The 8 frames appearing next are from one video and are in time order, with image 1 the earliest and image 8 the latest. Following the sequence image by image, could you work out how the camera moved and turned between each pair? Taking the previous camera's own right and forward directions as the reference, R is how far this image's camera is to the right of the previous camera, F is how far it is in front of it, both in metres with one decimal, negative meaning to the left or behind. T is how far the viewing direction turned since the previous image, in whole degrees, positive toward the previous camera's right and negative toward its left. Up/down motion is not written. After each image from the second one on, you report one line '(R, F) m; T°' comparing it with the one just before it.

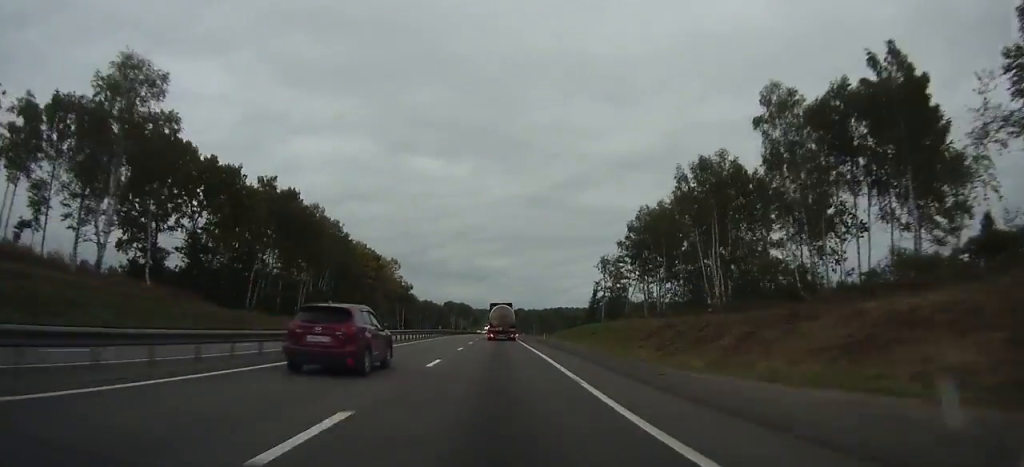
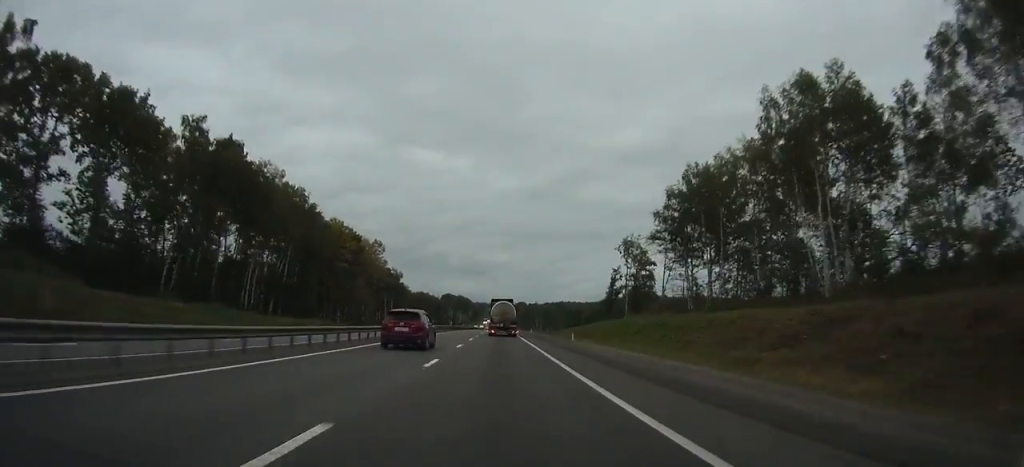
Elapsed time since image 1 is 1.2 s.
(0.0, +25.4) m; 0°
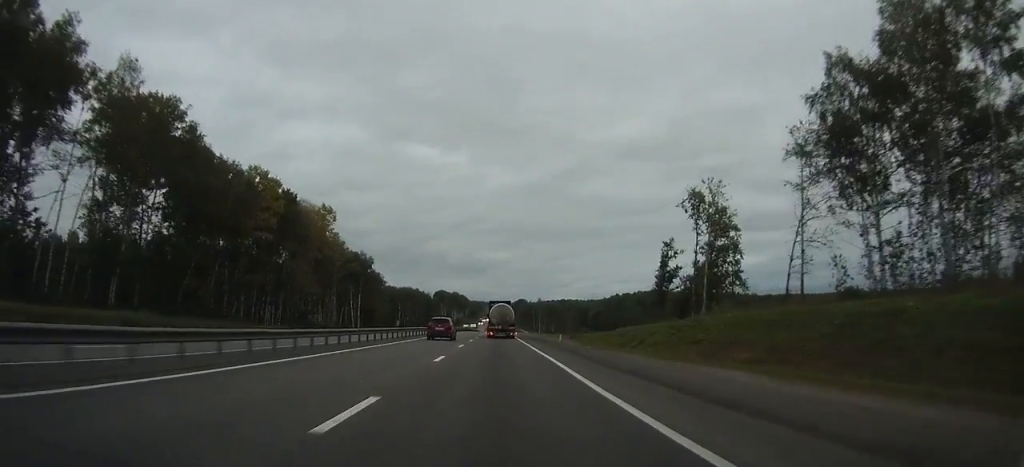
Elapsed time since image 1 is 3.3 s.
(0.0, +45.2) m; 0°
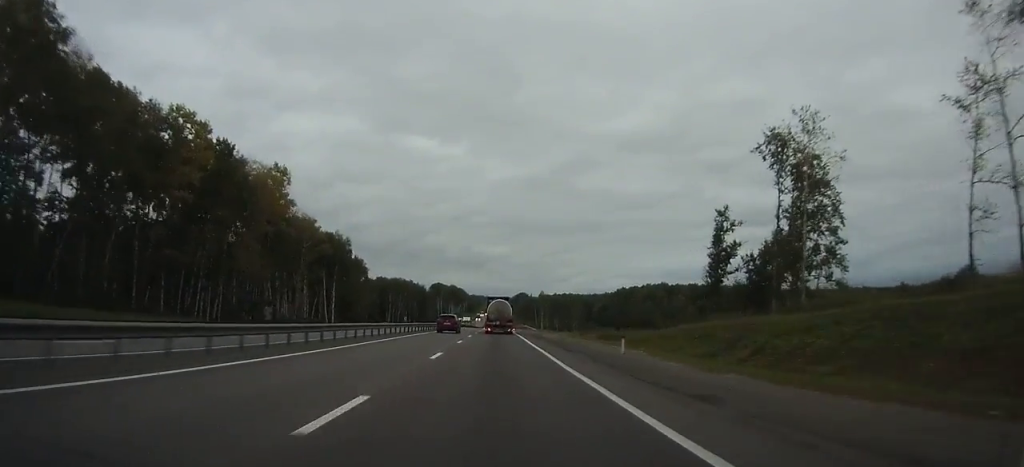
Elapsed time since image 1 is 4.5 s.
(0.0, +24.0) m; 0°
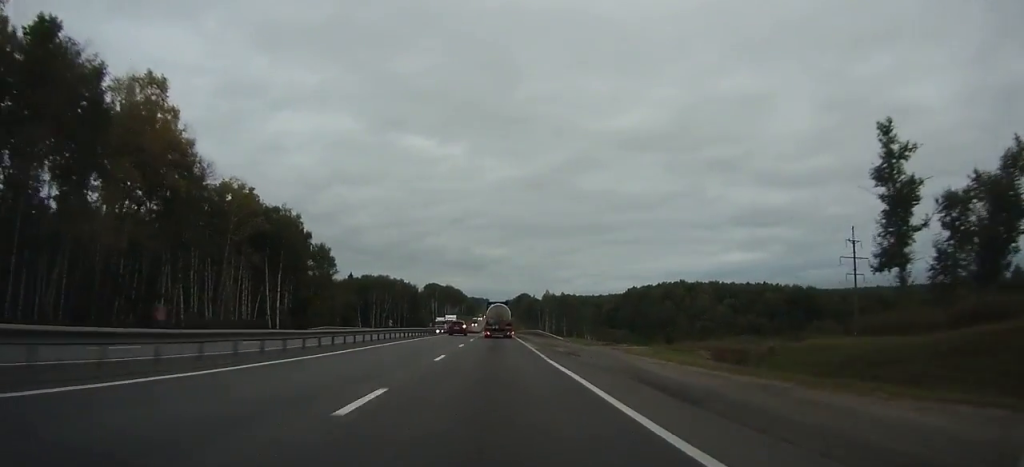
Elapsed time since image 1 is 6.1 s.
(0.0, +34.1) m; 0°
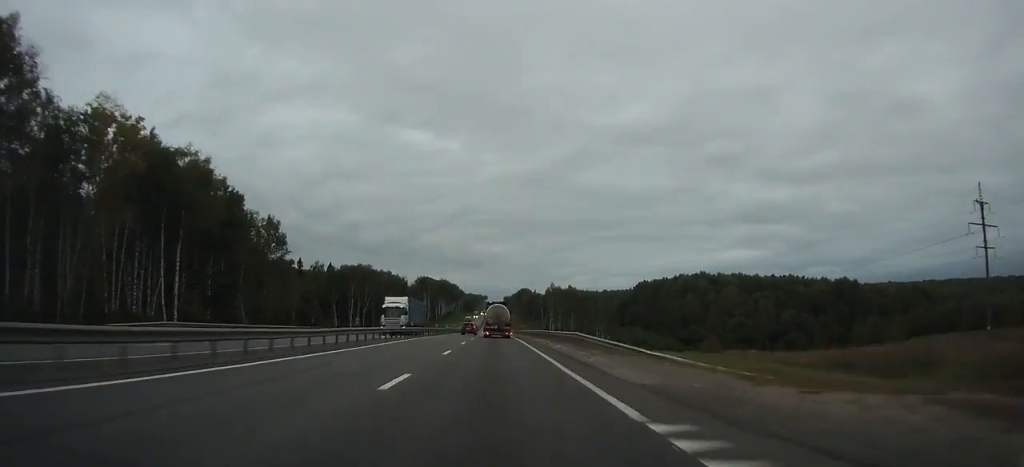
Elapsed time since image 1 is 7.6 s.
(+0.1, +32.8) m; 0°
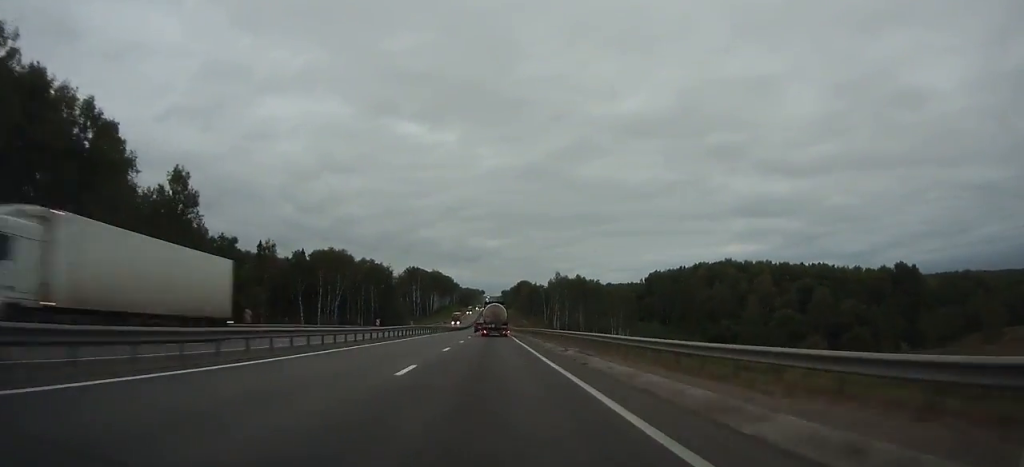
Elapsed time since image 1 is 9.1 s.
(+0.1, +33.0) m; 0°
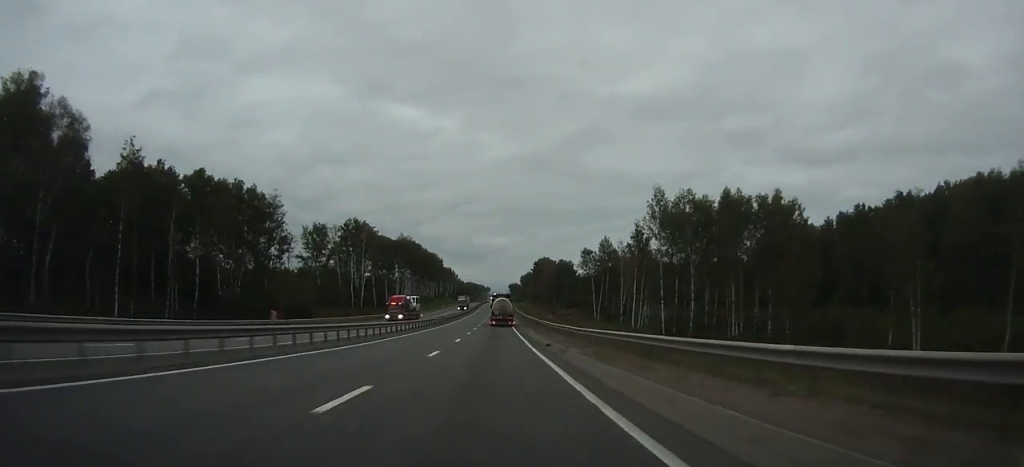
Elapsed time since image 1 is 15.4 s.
(-0.3, +136.1) m; 0°
